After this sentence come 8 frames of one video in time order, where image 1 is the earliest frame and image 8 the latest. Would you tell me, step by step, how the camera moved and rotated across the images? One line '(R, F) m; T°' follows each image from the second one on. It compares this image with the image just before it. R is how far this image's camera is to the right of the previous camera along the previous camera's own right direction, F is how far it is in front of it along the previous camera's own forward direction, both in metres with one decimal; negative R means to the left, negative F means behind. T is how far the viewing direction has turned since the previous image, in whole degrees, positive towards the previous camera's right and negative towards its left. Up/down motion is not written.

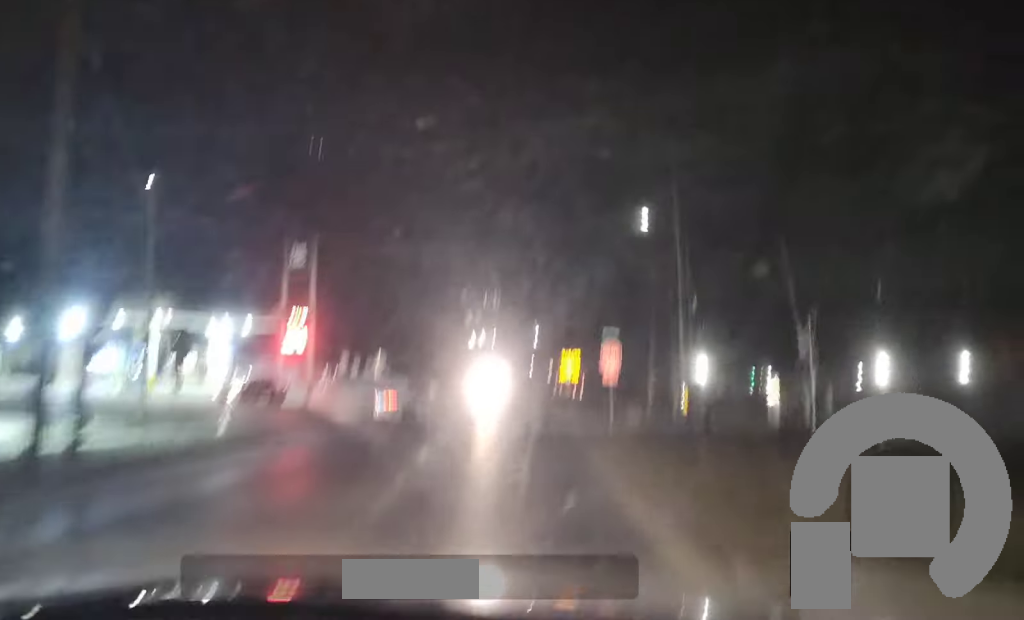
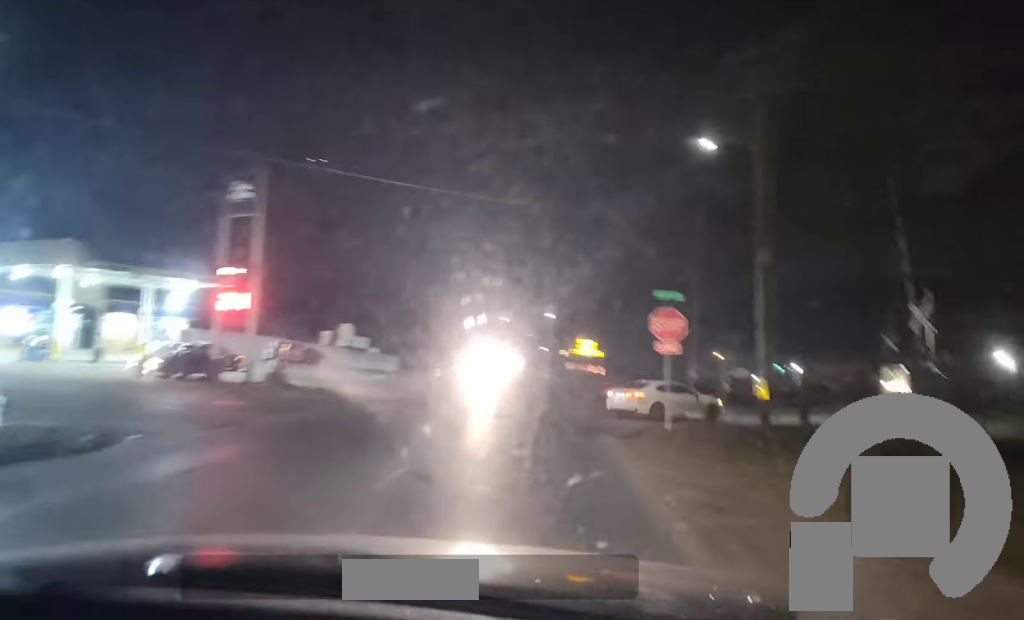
(-0.2, +11.1) m; -3°
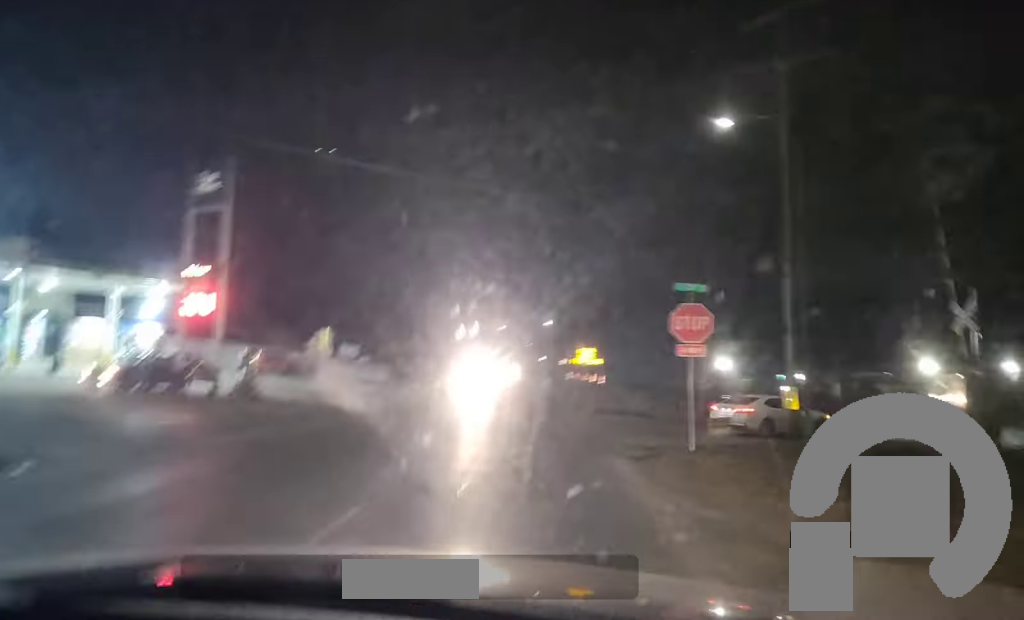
(-0.1, +3.1) m; -1°
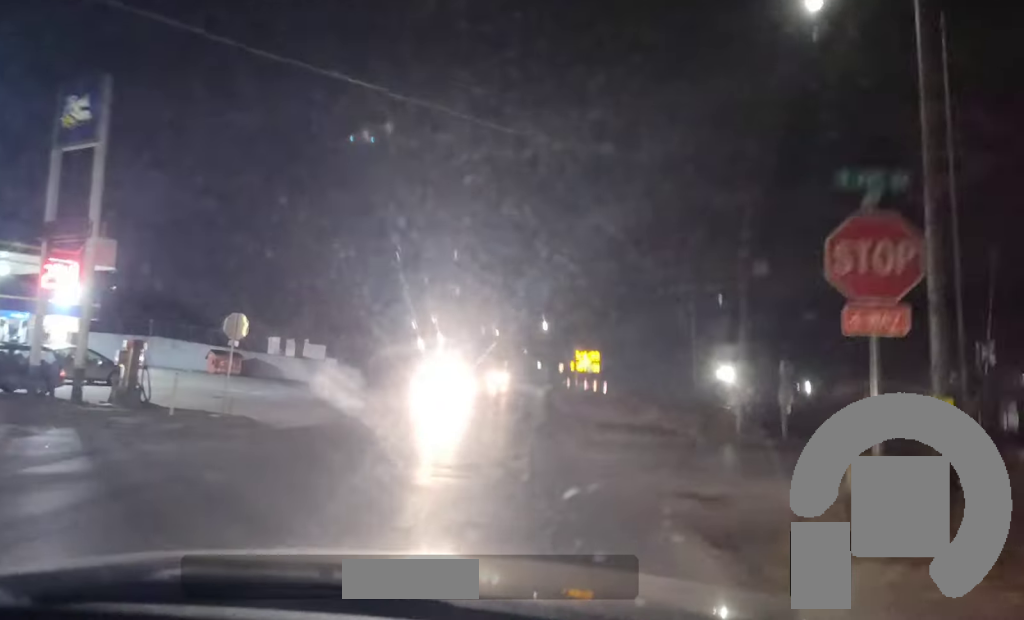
(0.0, +8.8) m; 0°
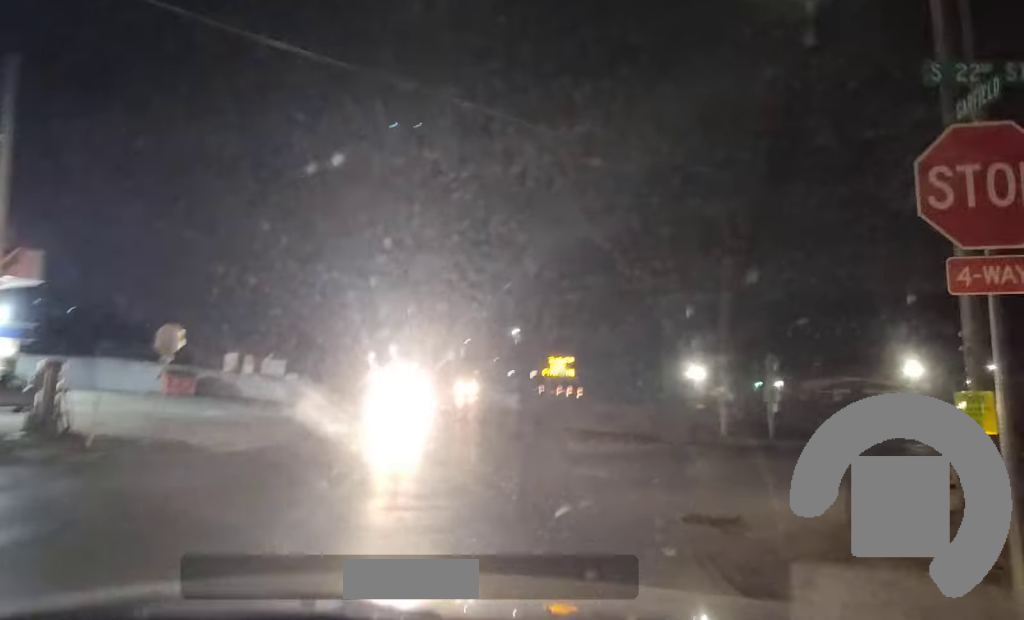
(0.0, +2.3) m; 0°
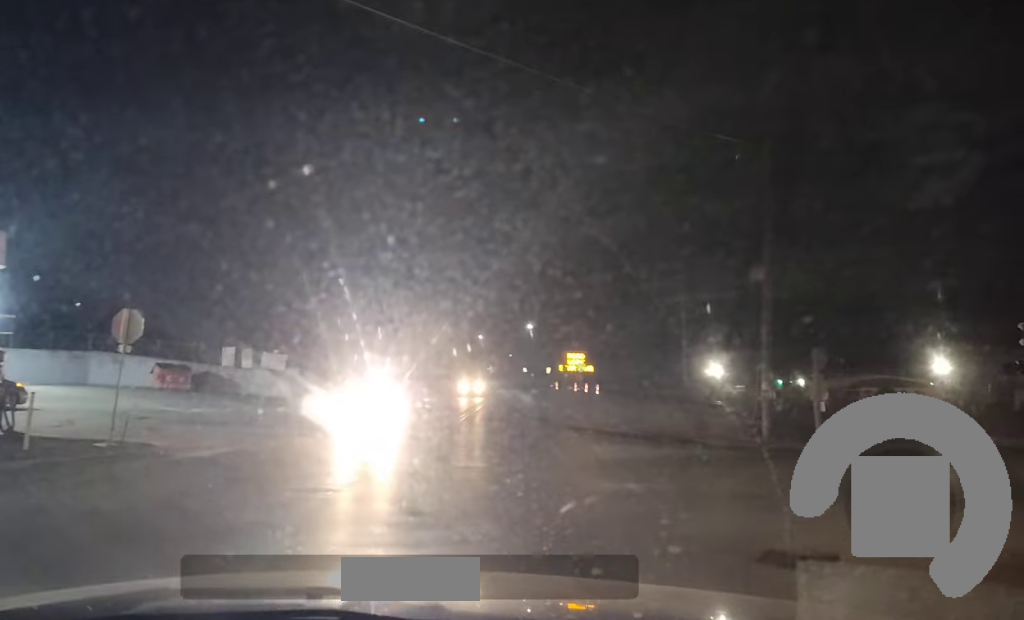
(-0.1, +3.9) m; -7°
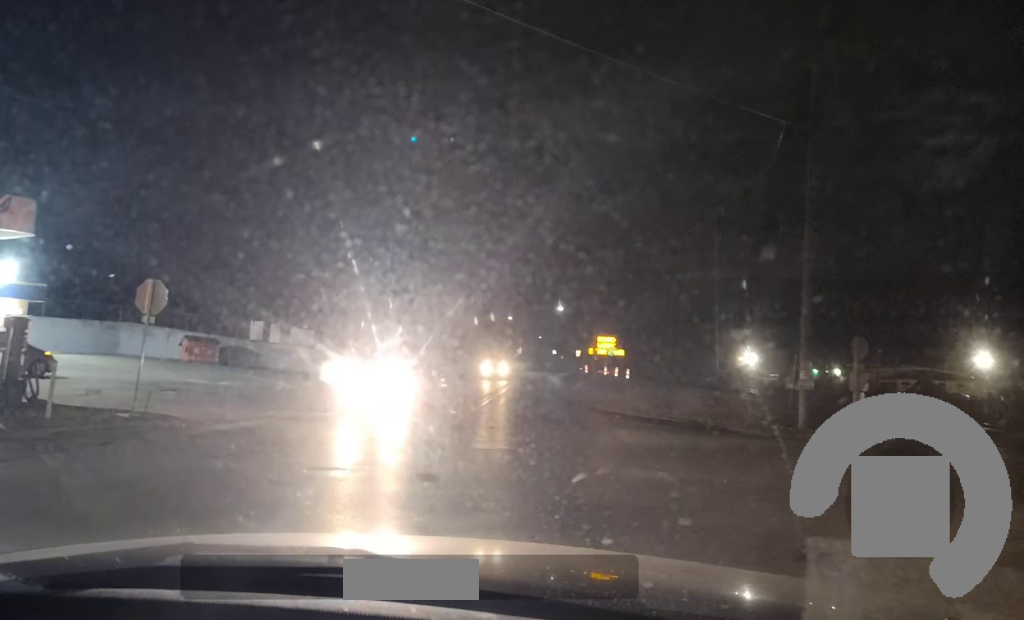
(-0.2, +1.5) m; -7°
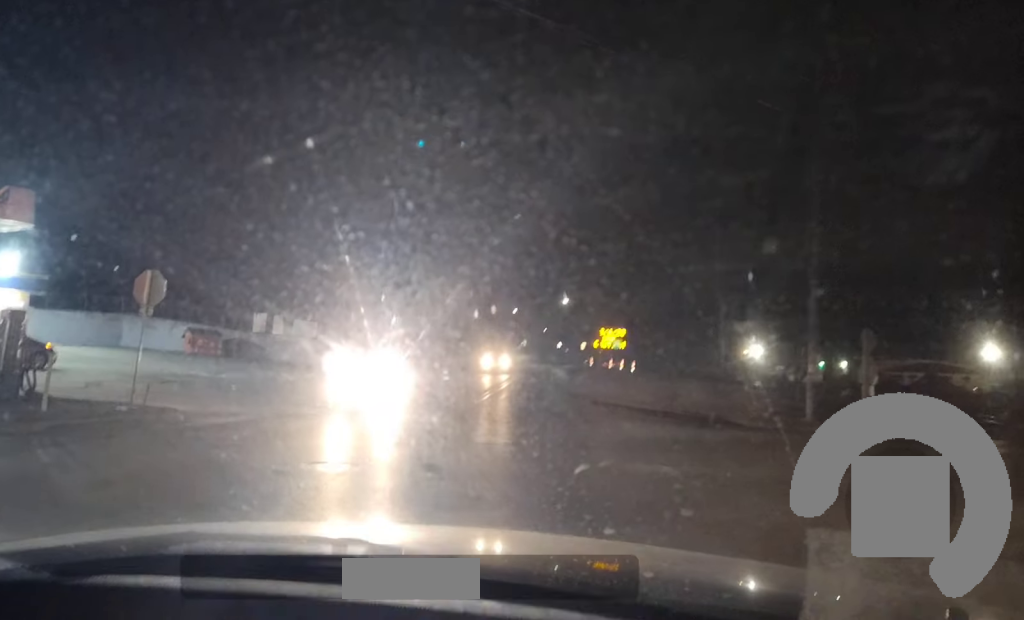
(0.0, +0.9) m; +3°
